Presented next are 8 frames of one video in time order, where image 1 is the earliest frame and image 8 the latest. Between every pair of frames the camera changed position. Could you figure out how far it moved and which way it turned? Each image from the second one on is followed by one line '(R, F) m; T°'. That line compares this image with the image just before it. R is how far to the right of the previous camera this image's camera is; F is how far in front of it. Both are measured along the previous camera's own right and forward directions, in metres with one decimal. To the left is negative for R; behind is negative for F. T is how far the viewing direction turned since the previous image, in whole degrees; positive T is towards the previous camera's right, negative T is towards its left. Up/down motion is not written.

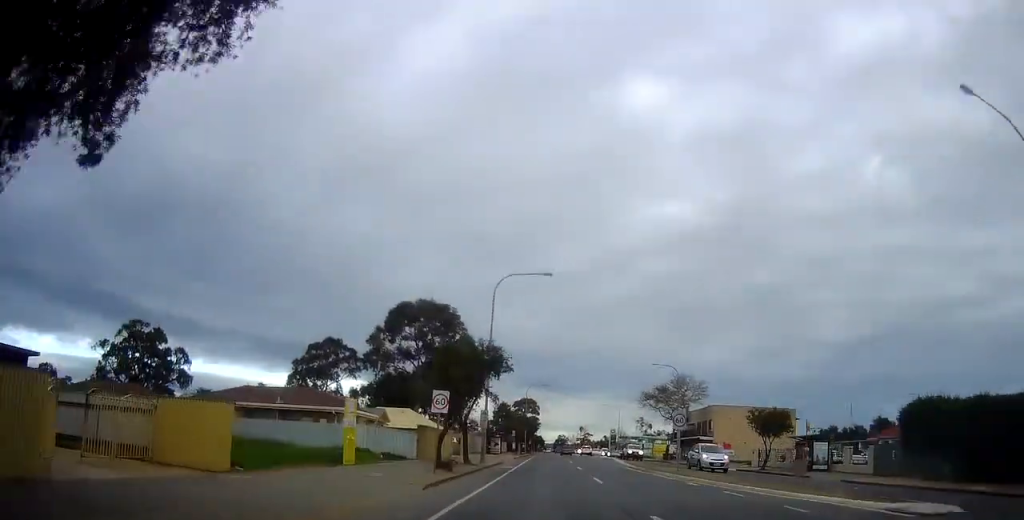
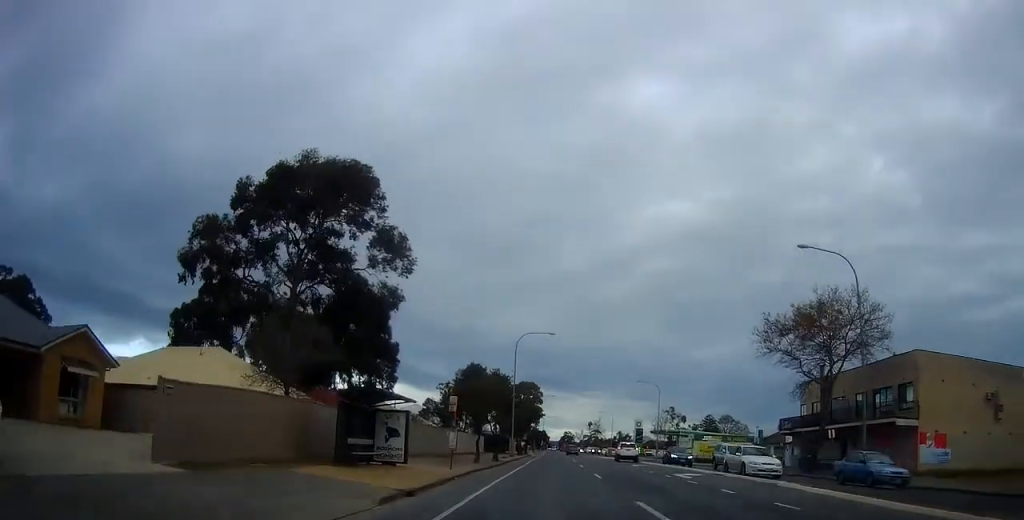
(+1.4, +45.8) m; +1°
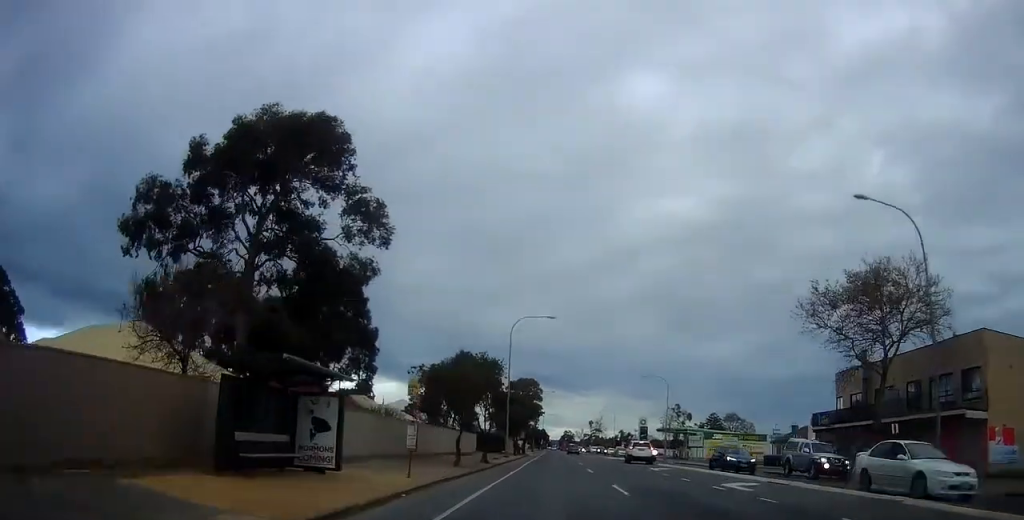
(-0.1, +7.1) m; 0°
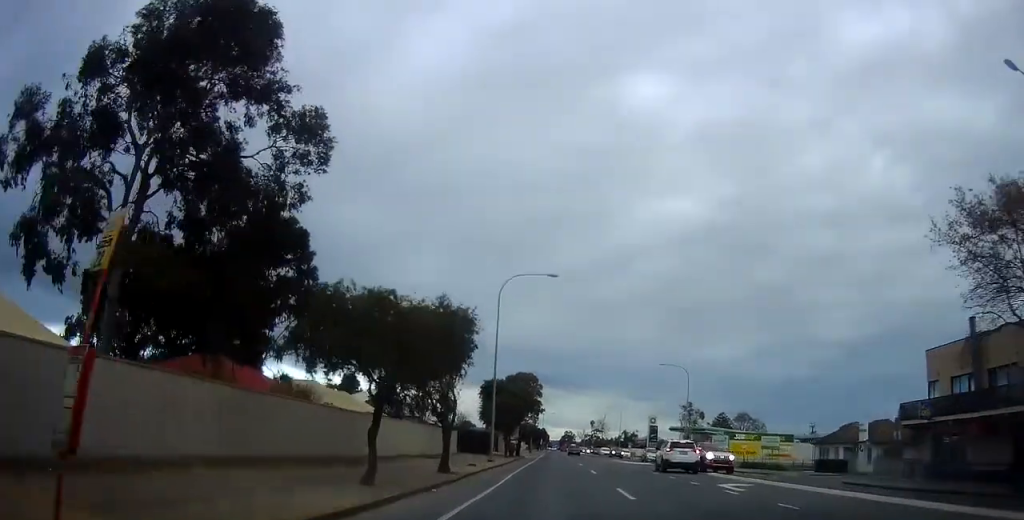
(+0.7, +12.9) m; 0°
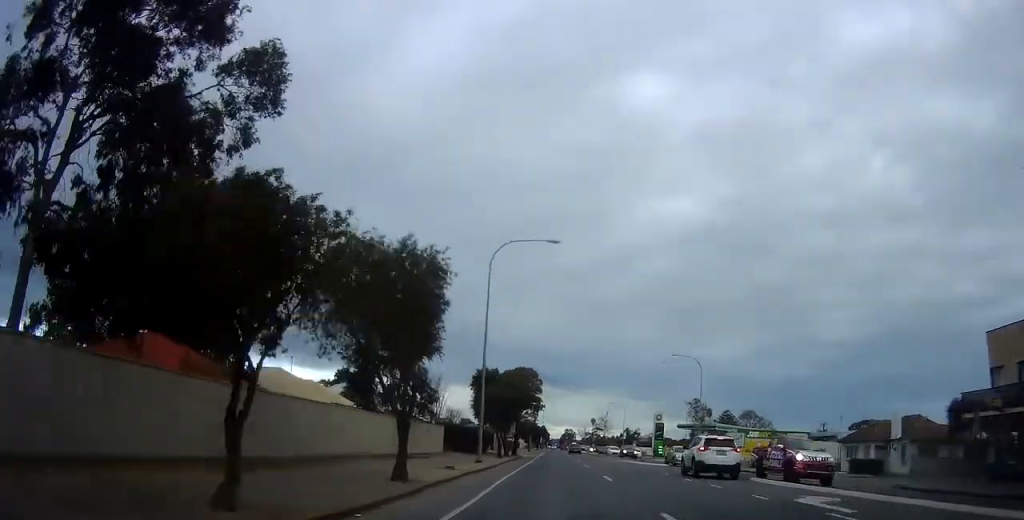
(-0.3, +6.4) m; -1°
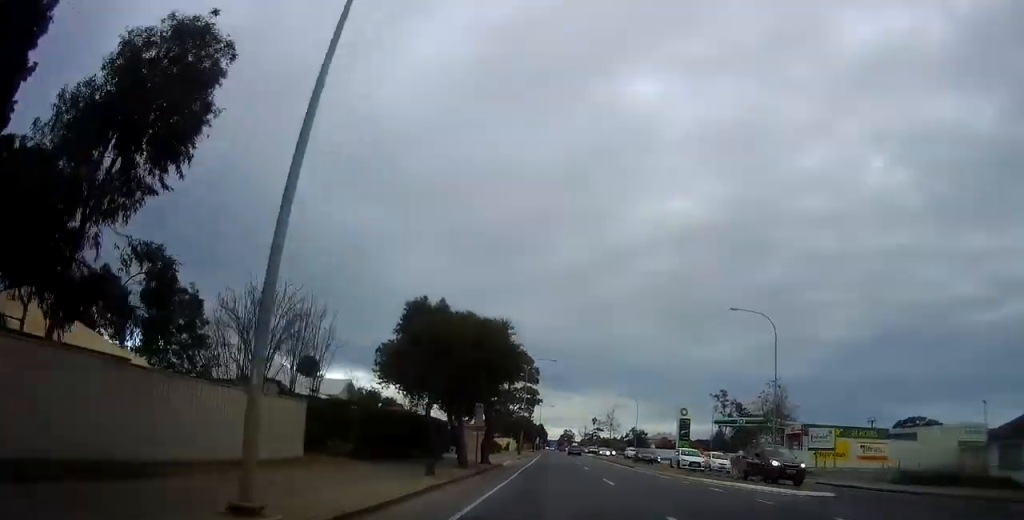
(-0.3, +24.4) m; +2°
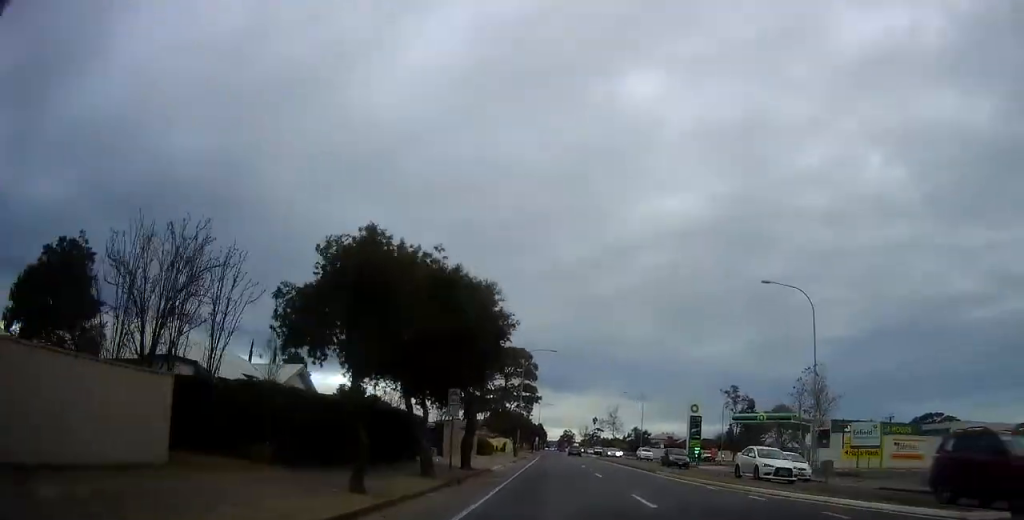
(+0.2, +7.4) m; 0°
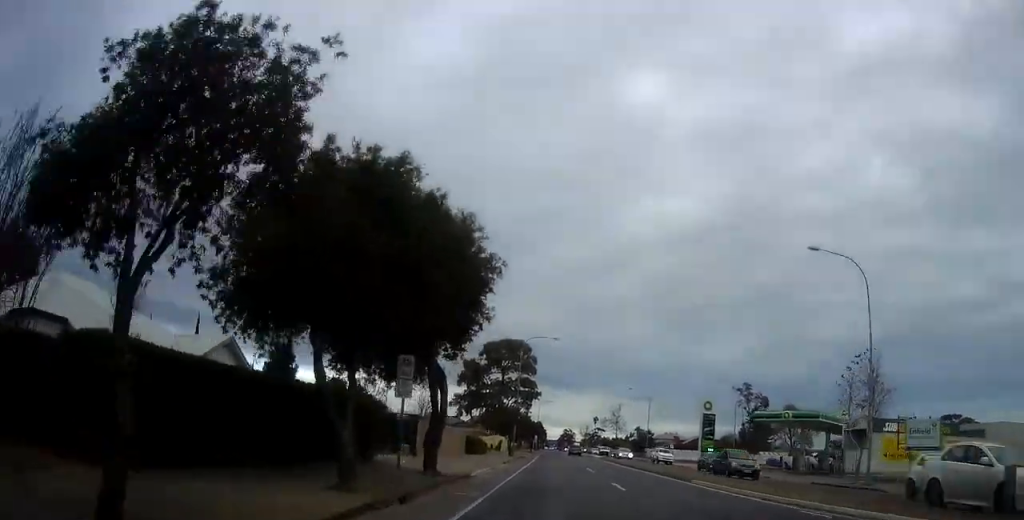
(+0.3, +7.4) m; -1°
